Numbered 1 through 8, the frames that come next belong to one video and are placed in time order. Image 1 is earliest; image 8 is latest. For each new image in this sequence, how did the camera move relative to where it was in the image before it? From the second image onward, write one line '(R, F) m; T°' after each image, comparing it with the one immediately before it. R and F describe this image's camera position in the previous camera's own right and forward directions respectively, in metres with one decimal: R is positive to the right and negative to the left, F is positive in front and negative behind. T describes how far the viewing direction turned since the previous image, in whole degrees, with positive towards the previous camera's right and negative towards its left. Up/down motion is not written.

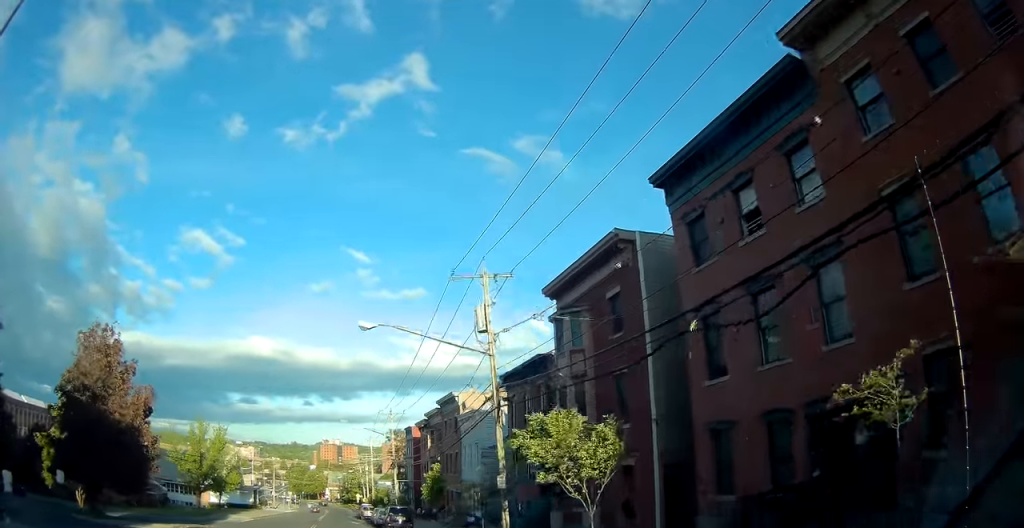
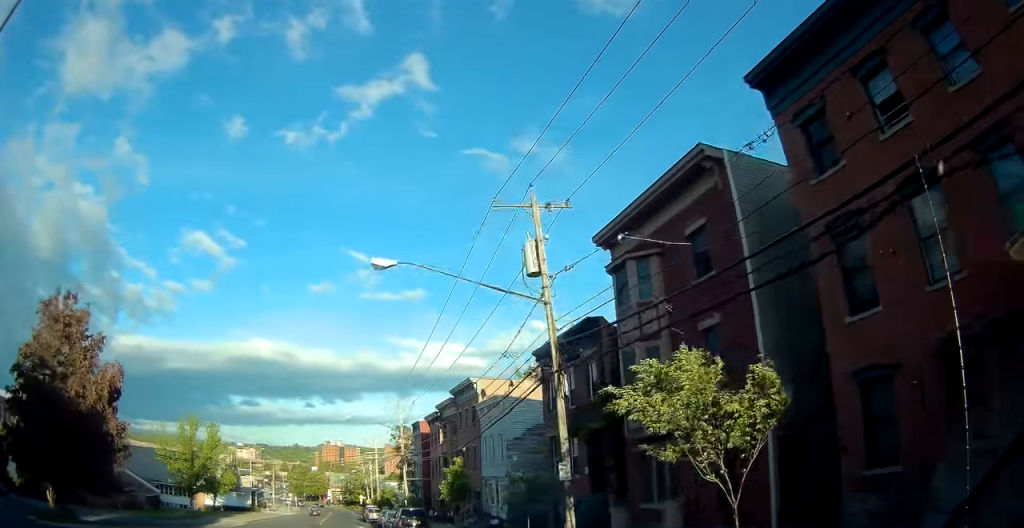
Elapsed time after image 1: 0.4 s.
(0.0, +5.5) m; 0°
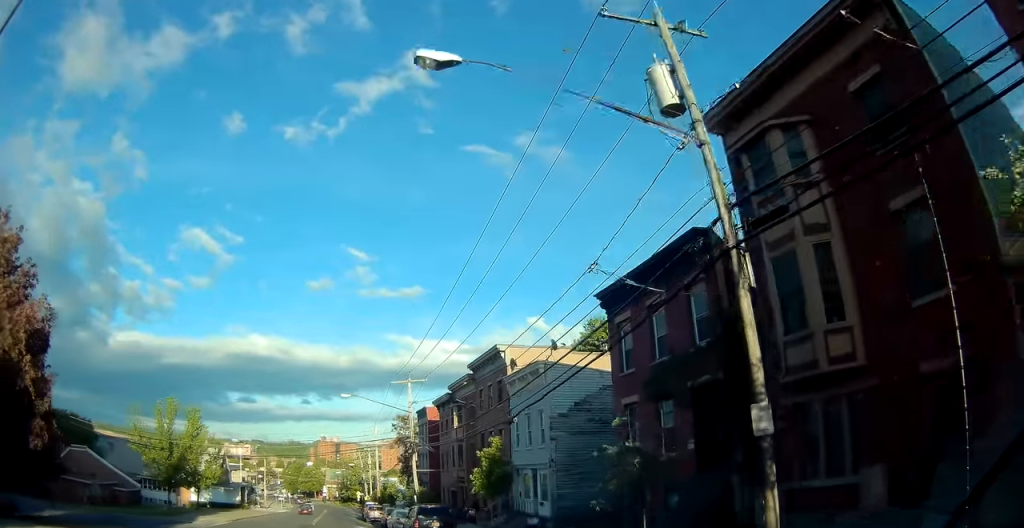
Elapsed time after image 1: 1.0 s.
(+0.2, +7.6) m; +1°
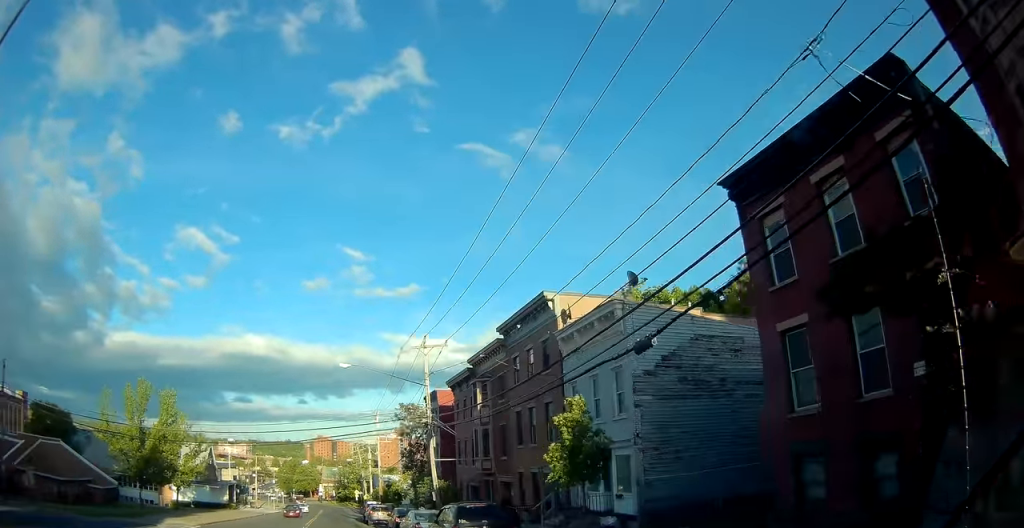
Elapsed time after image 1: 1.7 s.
(0.0, +8.5) m; 0°
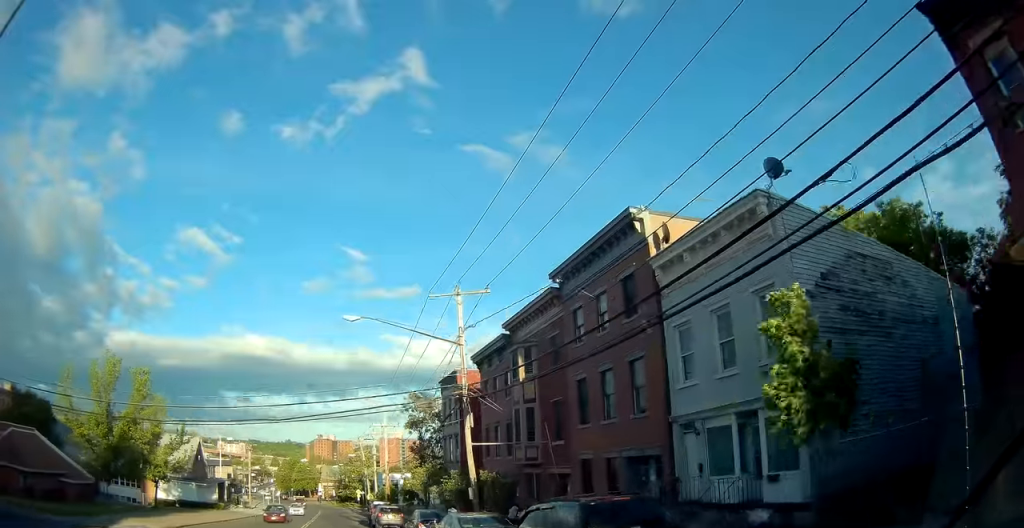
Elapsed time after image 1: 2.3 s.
(0.0, +8.1) m; 0°
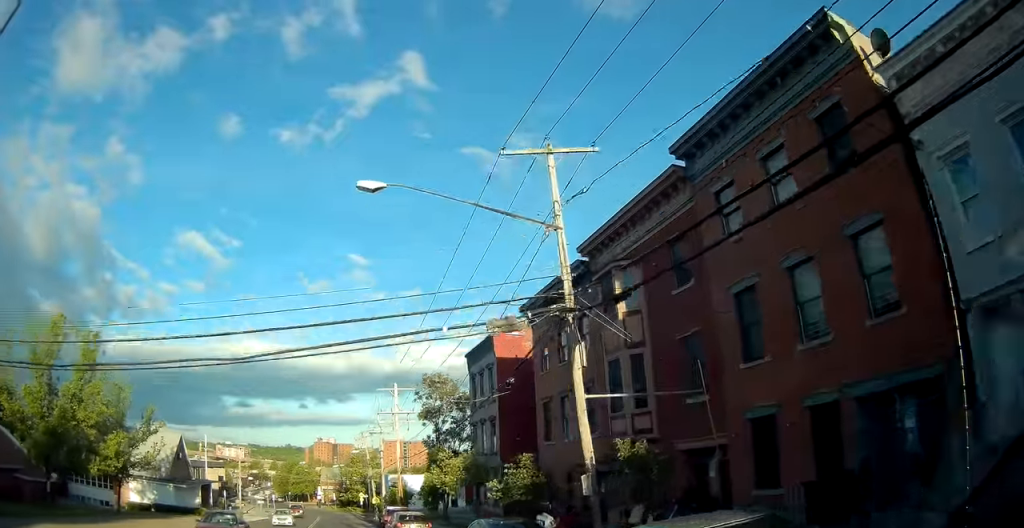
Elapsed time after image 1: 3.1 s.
(0.0, +10.4) m; -1°
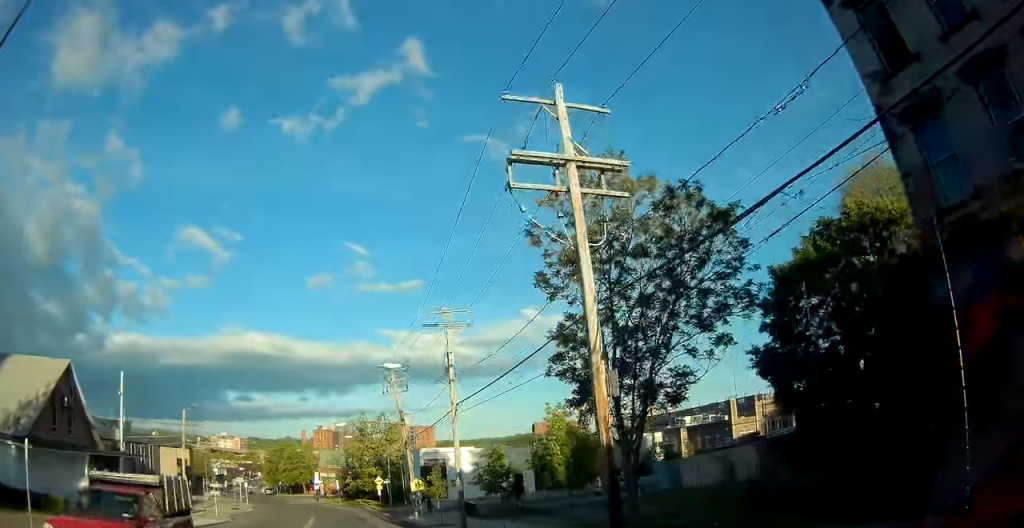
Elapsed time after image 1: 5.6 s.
(-0.6, +33.2) m; -1°
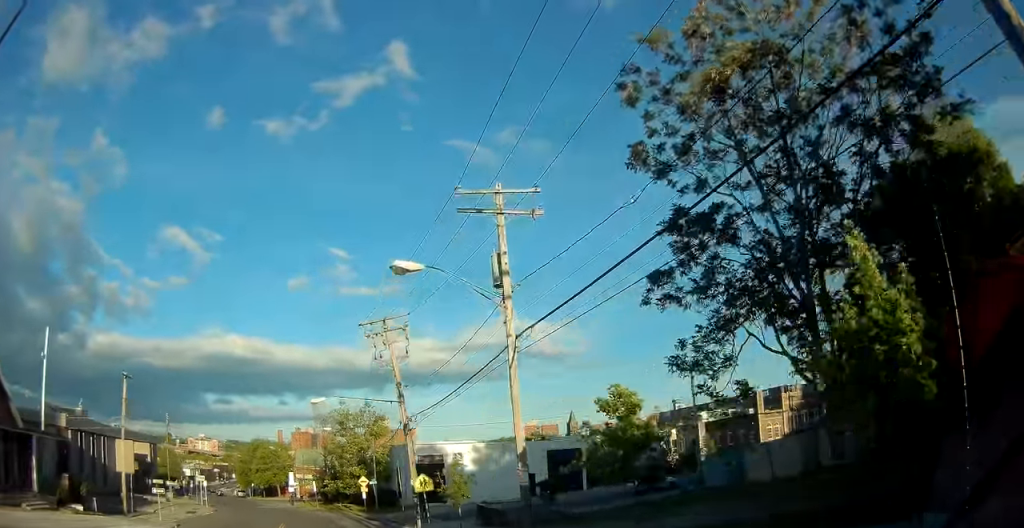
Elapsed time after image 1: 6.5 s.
(0.0, +11.2) m; +1°
